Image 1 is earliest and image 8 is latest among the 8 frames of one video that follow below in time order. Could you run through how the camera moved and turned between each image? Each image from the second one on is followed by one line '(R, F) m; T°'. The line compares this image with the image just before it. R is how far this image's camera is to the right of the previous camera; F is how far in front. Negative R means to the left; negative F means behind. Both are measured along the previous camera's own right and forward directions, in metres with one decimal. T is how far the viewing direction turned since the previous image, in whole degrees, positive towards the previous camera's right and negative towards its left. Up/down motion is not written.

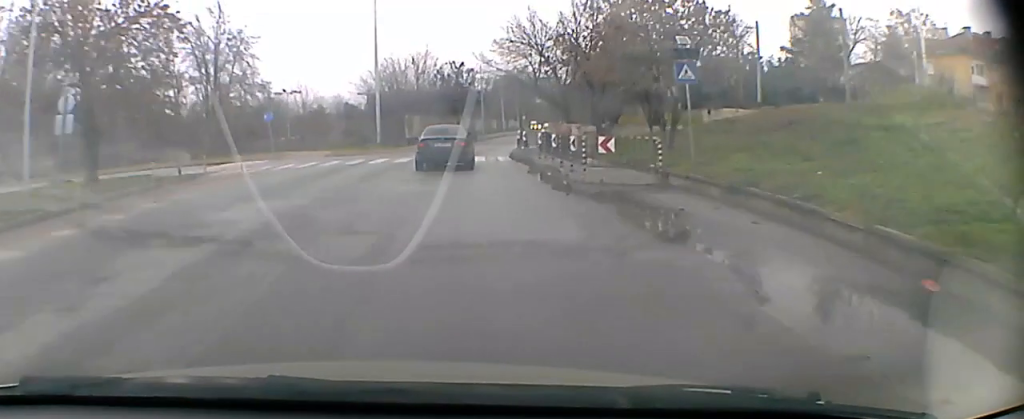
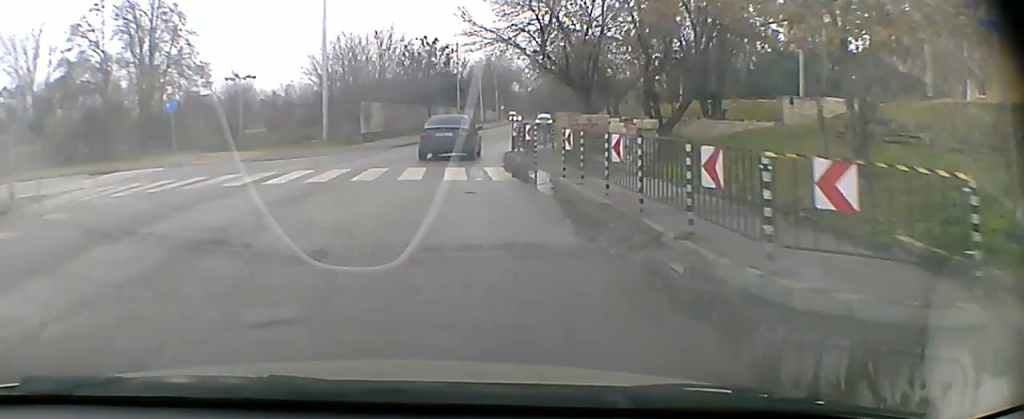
(0.0, +12.8) m; +1°
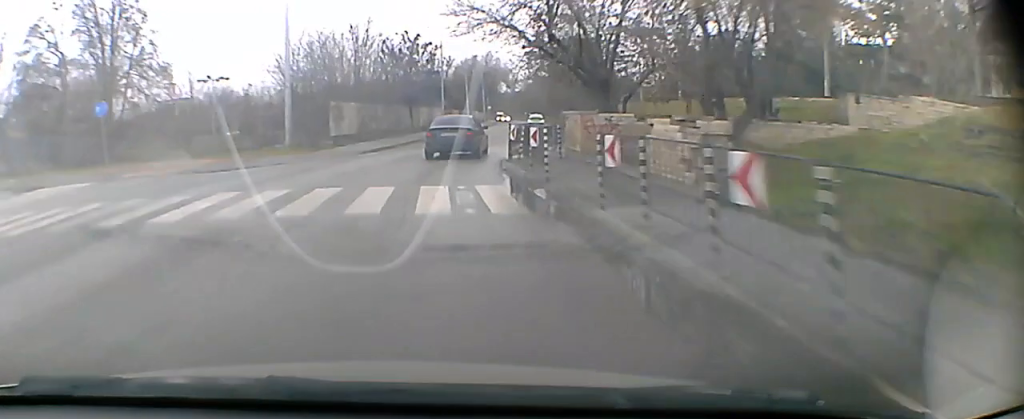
(+0.1, +5.8) m; +1°
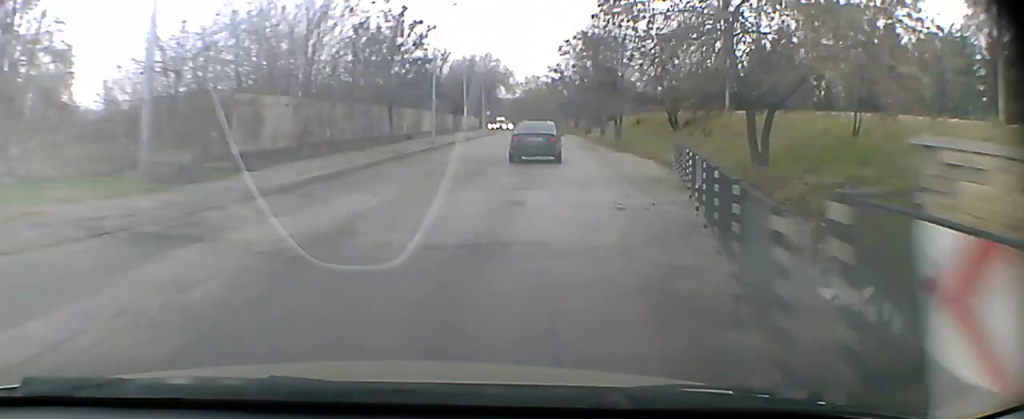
(+0.5, +17.4) m; +5°
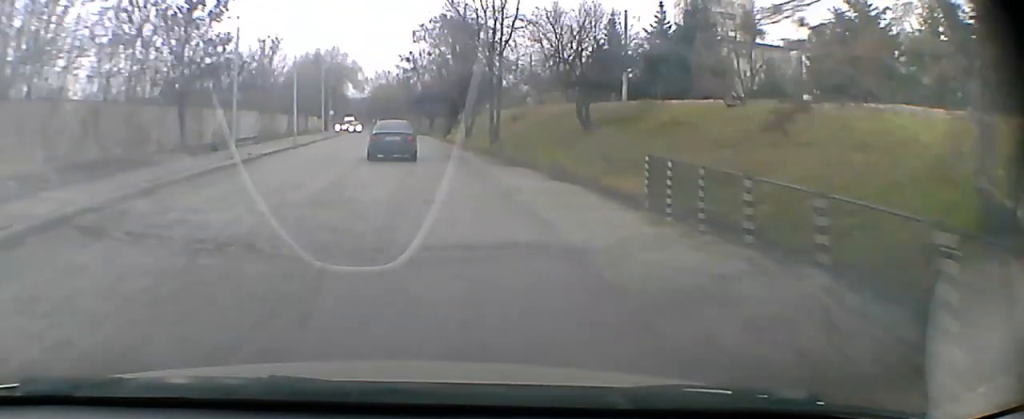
(+0.7, +14.3) m; +4°
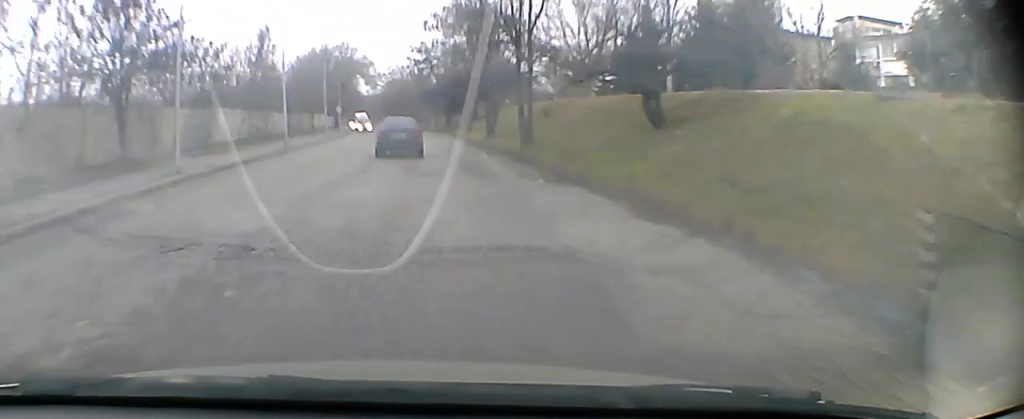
(+0.1, +8.5) m; +1°
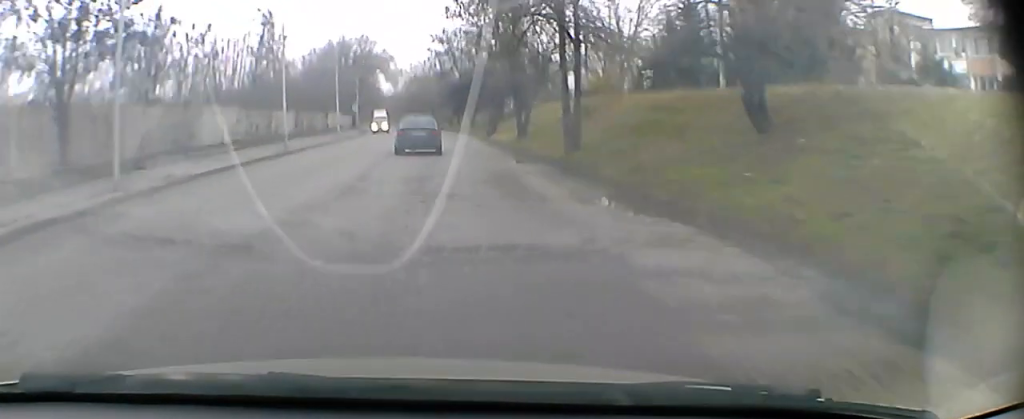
(0.0, +6.1) m; 0°
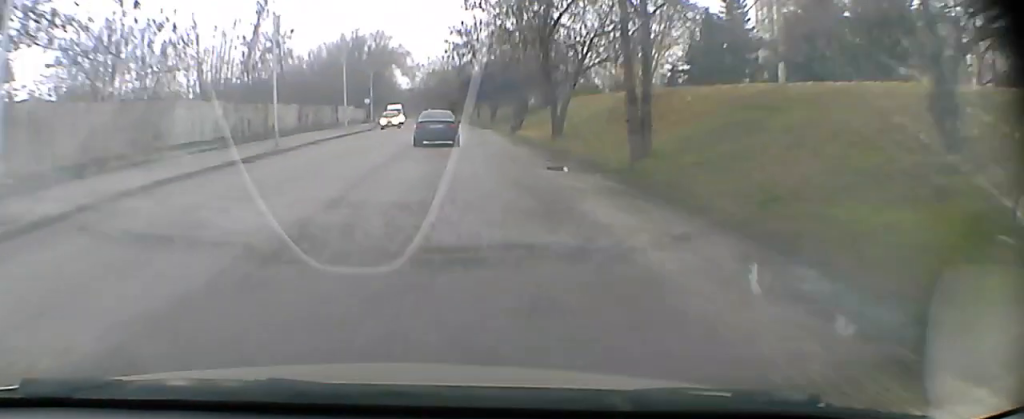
(0.0, +6.1) m; 0°
